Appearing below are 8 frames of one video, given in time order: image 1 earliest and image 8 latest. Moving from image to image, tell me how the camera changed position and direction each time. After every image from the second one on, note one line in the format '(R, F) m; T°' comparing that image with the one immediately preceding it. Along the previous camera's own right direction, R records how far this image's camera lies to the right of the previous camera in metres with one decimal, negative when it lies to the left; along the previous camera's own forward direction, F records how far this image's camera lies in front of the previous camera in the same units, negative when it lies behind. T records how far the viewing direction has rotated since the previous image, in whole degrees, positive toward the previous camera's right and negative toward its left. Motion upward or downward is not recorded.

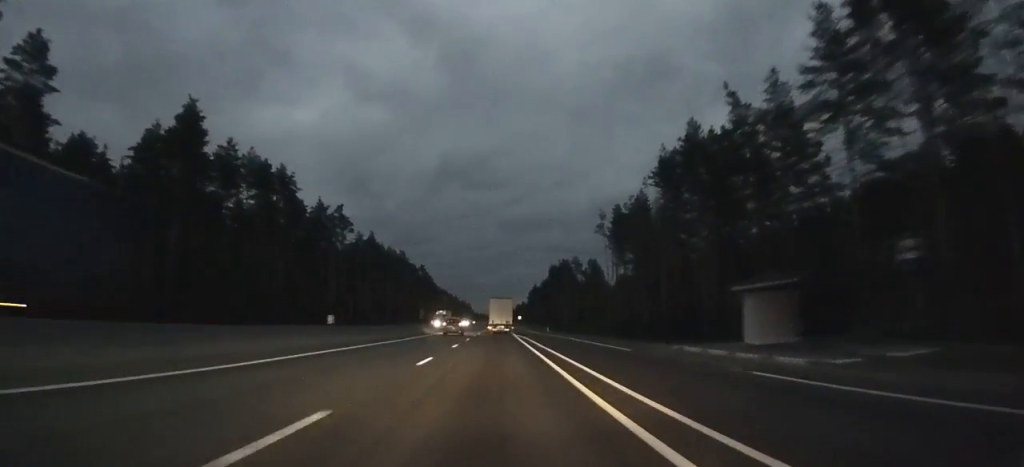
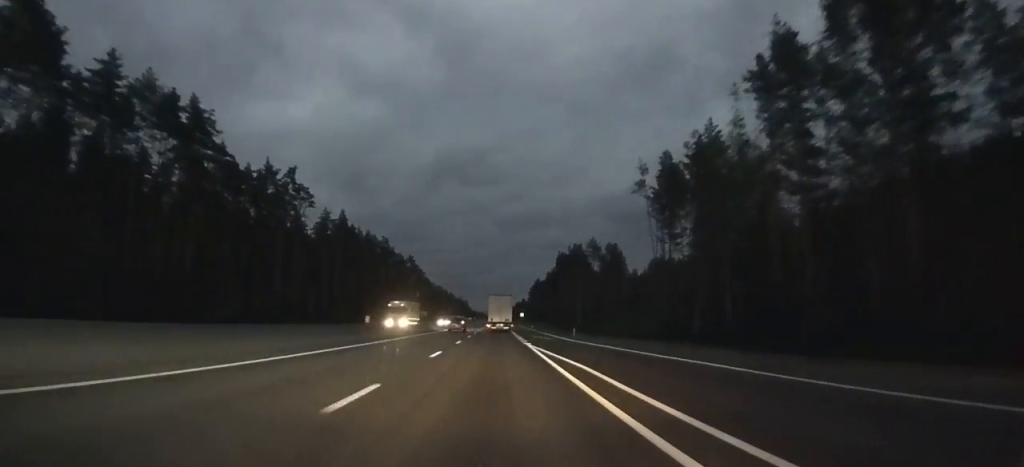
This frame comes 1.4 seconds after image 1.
(+0.2, +32.5) m; 0°
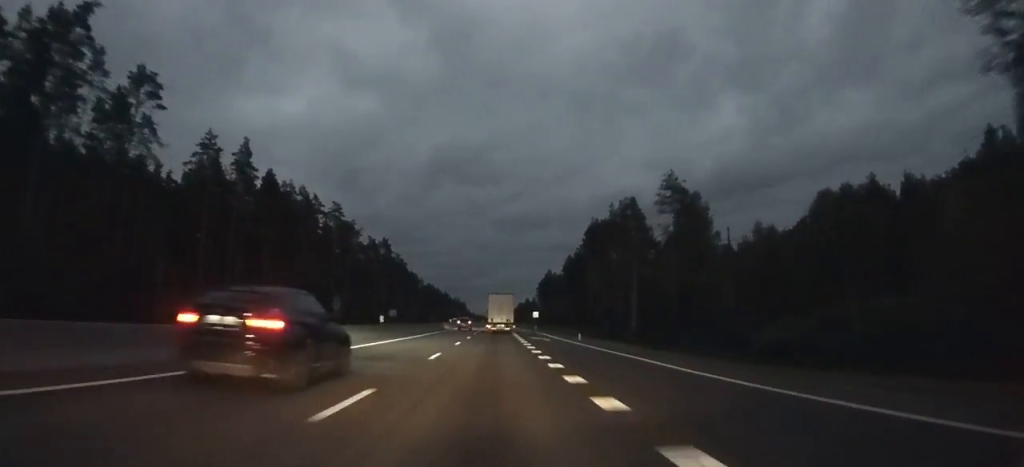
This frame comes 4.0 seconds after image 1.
(0.0, +60.7) m; 0°
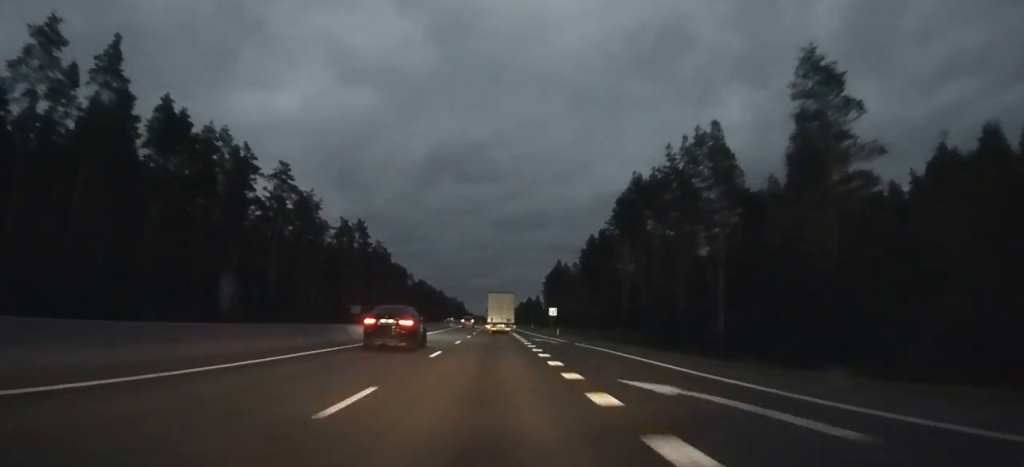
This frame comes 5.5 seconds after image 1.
(0.0, +35.8) m; 0°
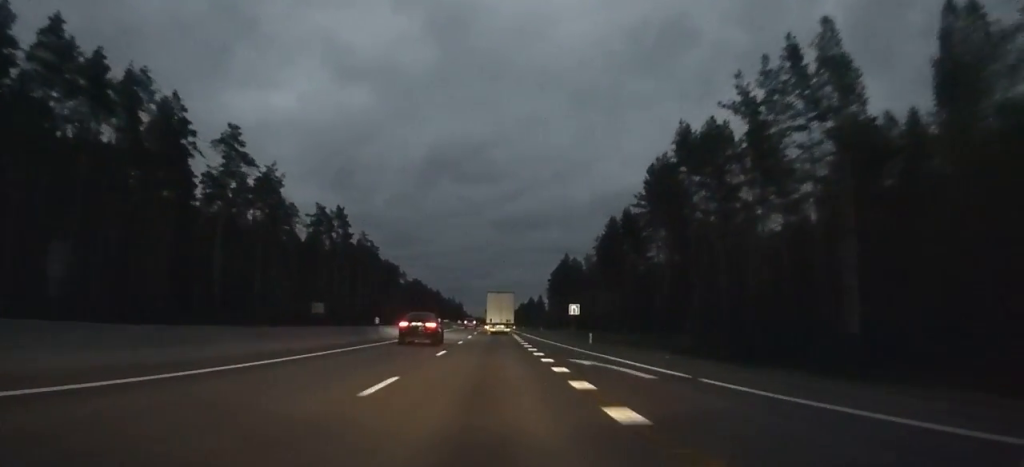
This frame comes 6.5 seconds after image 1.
(0.0, +21.7) m; 0°
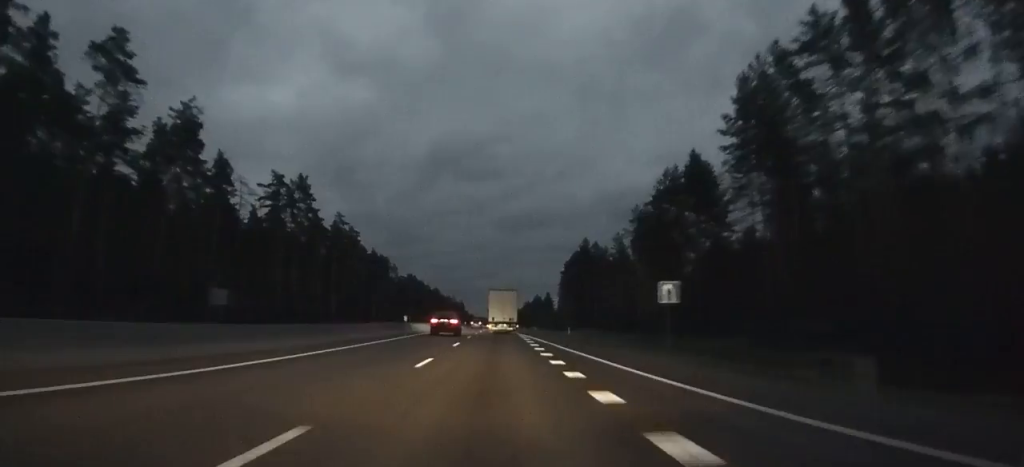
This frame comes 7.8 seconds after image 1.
(0.0, +30.7) m; 0°
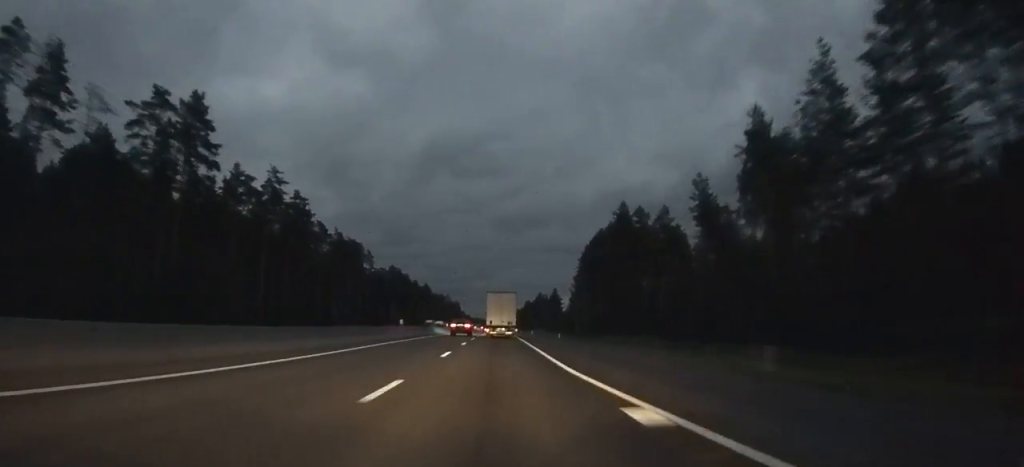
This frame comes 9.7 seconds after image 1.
(-0.1, +42.5) m; 0°
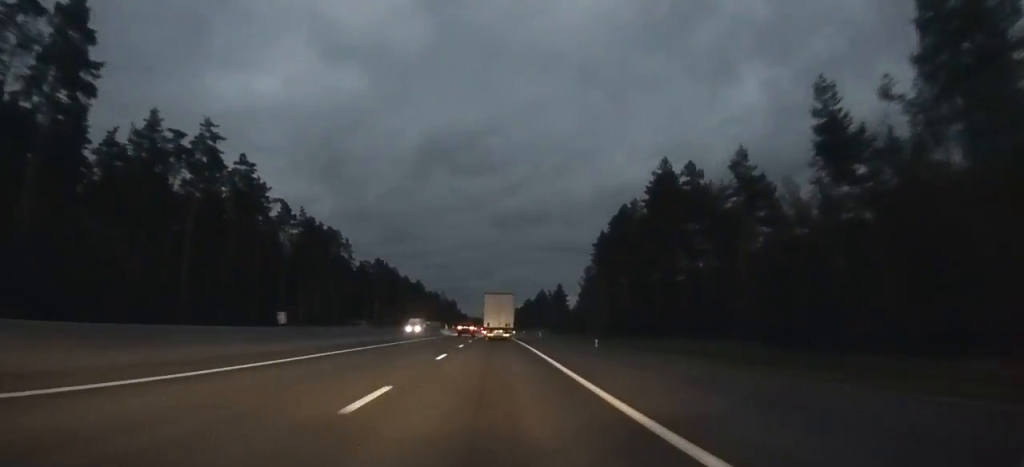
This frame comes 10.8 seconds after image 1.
(-0.1, +25.5) m; 0°
